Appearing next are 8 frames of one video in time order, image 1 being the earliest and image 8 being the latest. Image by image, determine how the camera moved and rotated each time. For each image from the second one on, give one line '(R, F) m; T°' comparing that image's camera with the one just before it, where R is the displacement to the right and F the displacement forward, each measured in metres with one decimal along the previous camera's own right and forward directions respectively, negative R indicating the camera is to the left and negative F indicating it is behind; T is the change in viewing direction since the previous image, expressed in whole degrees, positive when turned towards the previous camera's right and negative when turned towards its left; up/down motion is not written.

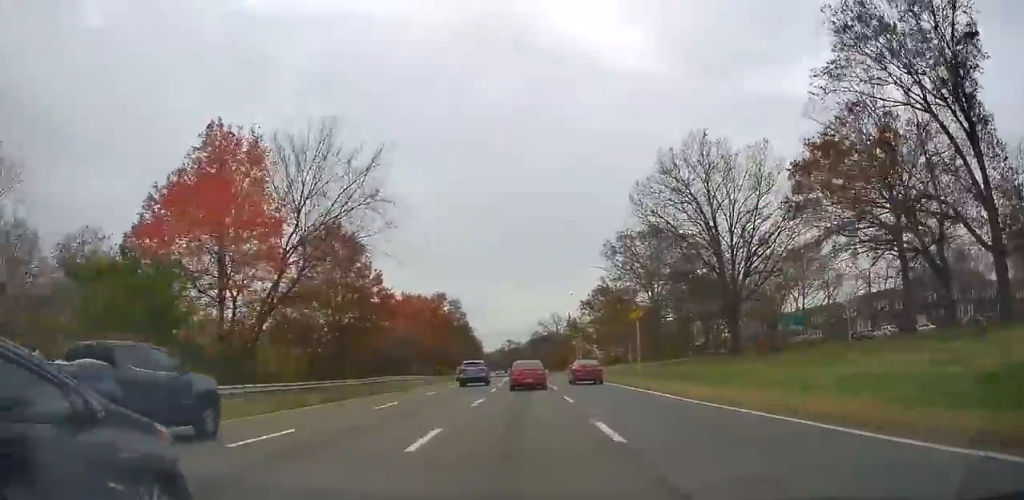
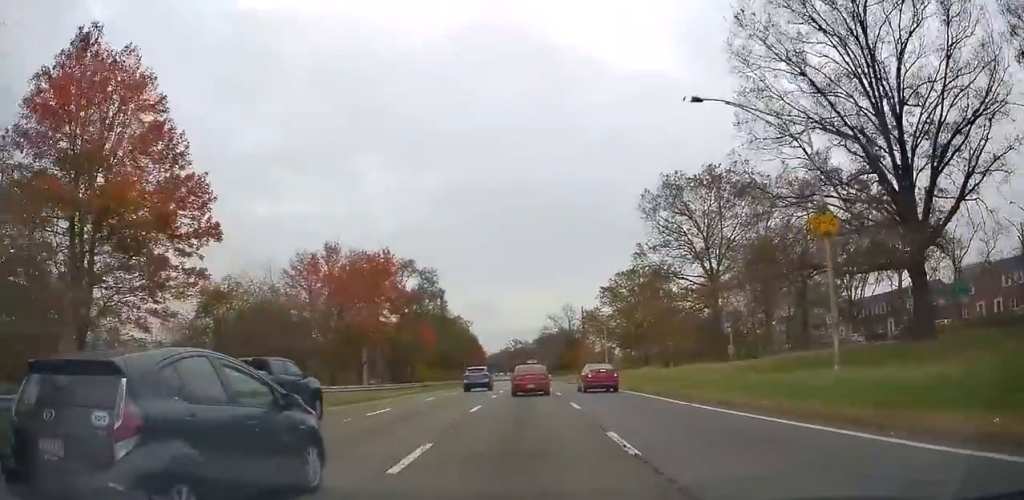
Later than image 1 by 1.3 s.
(-0.4, +32.4) m; -2°
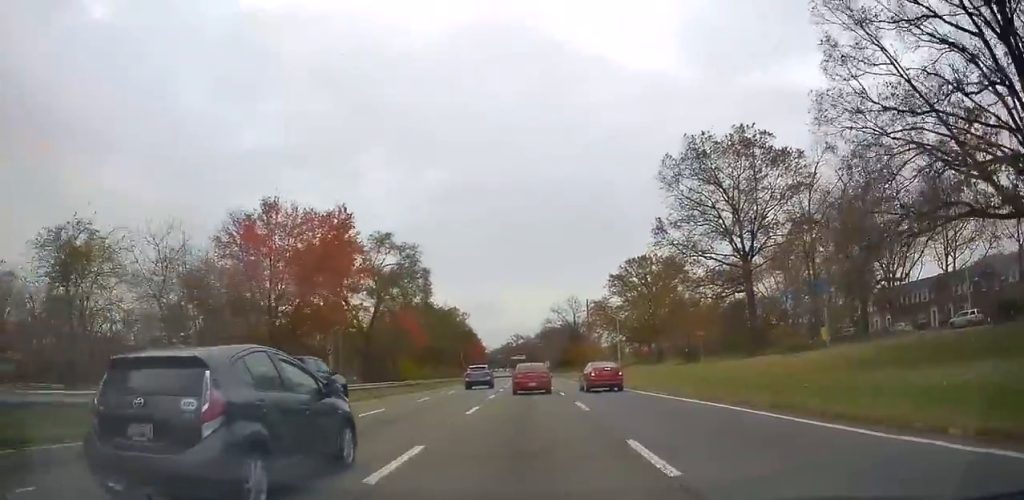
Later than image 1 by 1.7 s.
(-0.1, +11.8) m; 0°
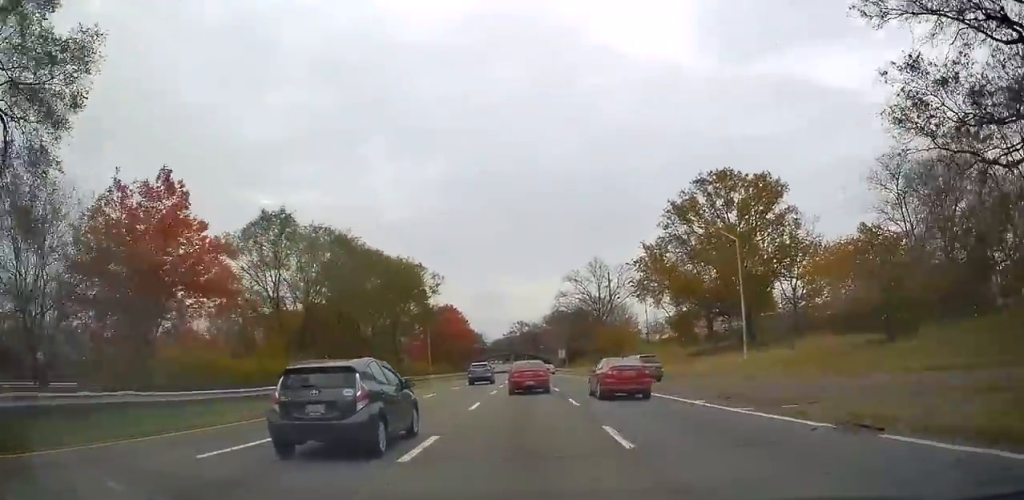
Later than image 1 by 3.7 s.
(0.0, +49.1) m; -1°
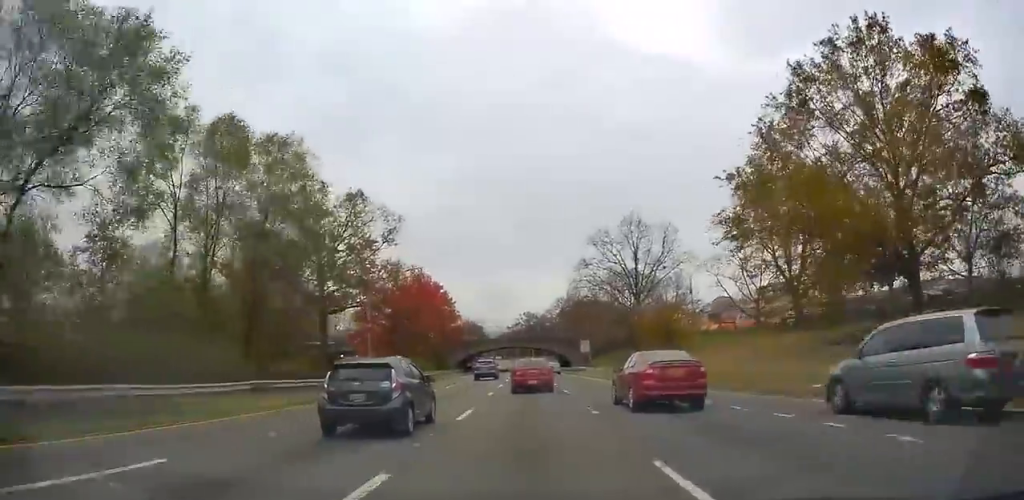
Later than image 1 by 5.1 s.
(-0.6, +34.5) m; -1°
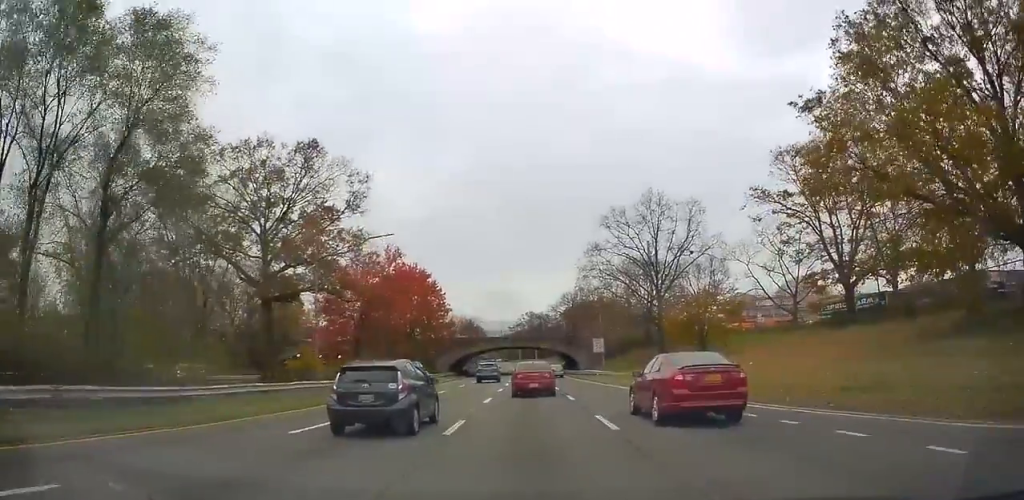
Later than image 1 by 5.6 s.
(0.0, +12.6) m; 0°
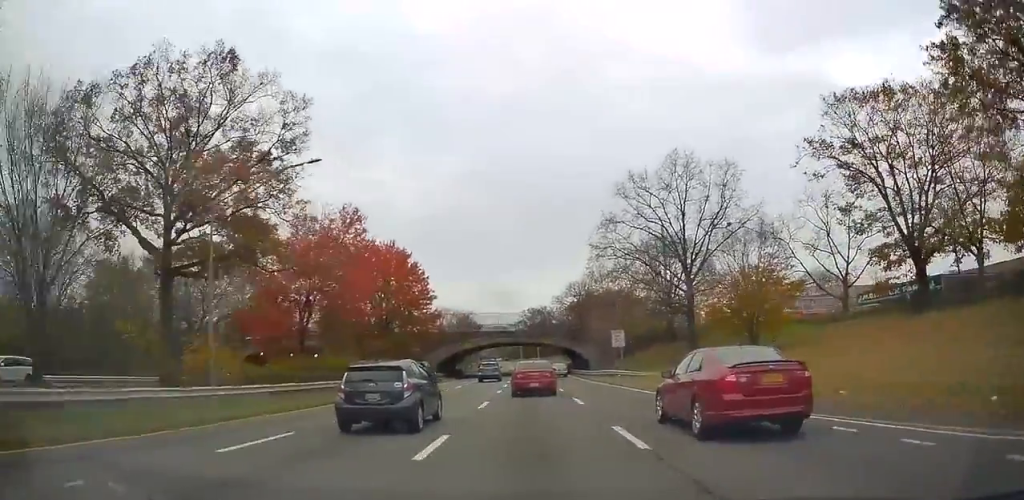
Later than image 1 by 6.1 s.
(+0.2, +13.0) m; 0°
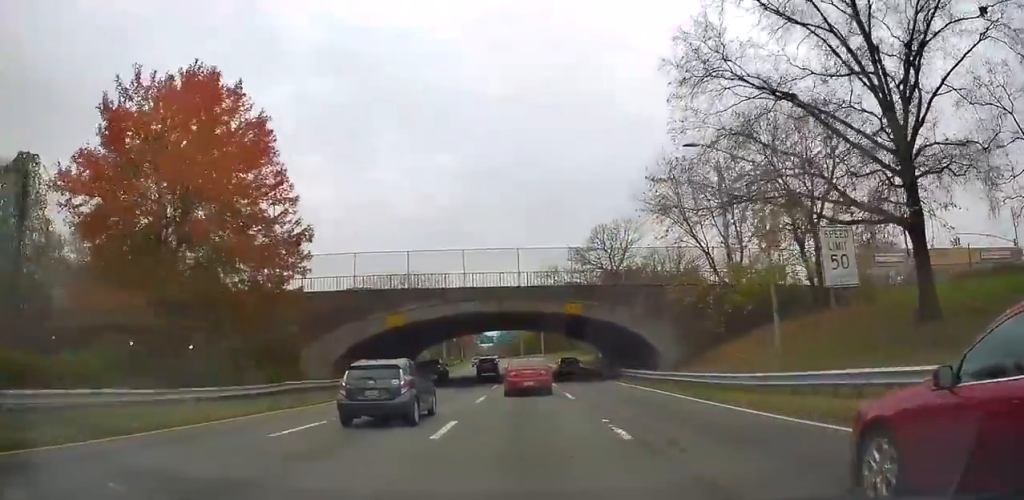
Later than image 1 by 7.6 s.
(-0.5, +37.2) m; -1°
